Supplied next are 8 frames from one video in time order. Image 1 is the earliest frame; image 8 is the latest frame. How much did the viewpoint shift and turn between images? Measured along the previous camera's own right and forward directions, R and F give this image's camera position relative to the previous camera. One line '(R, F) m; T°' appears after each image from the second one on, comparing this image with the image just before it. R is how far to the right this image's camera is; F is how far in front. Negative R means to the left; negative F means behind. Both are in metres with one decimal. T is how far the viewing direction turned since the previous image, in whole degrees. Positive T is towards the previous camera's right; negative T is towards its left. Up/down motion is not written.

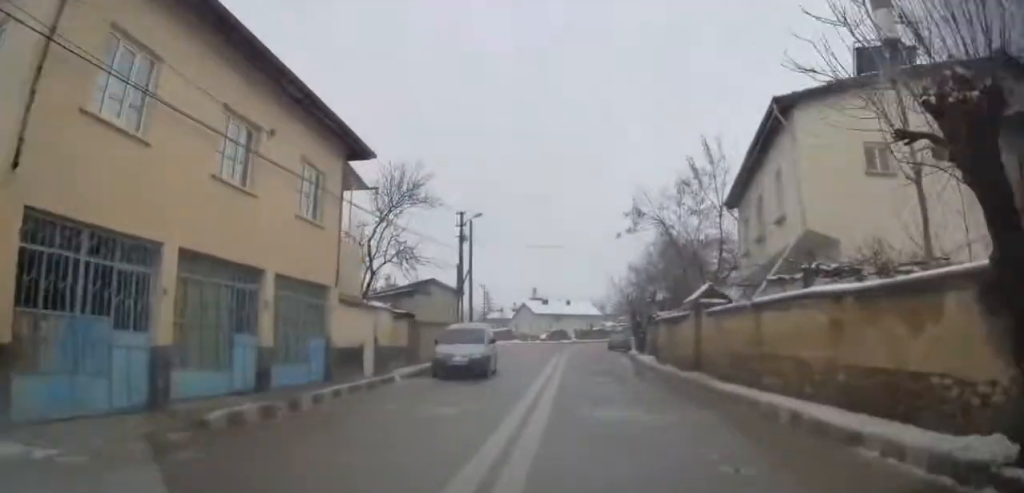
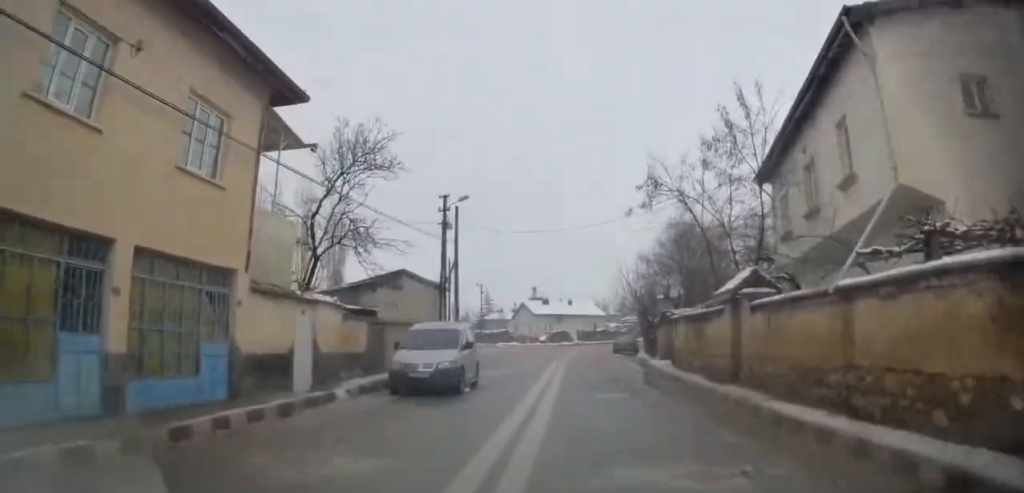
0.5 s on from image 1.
(0.0, +4.8) m; +1°
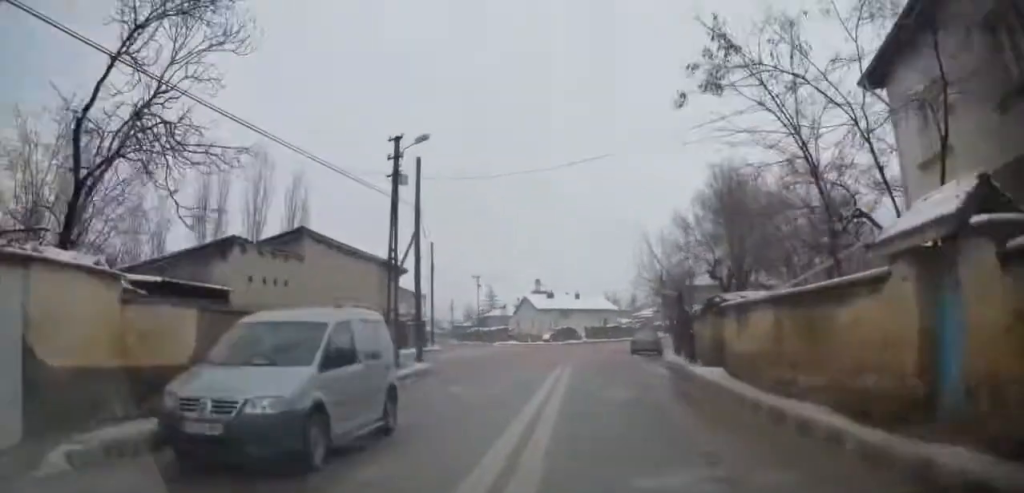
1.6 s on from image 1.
(+0.3, +9.5) m; +2°
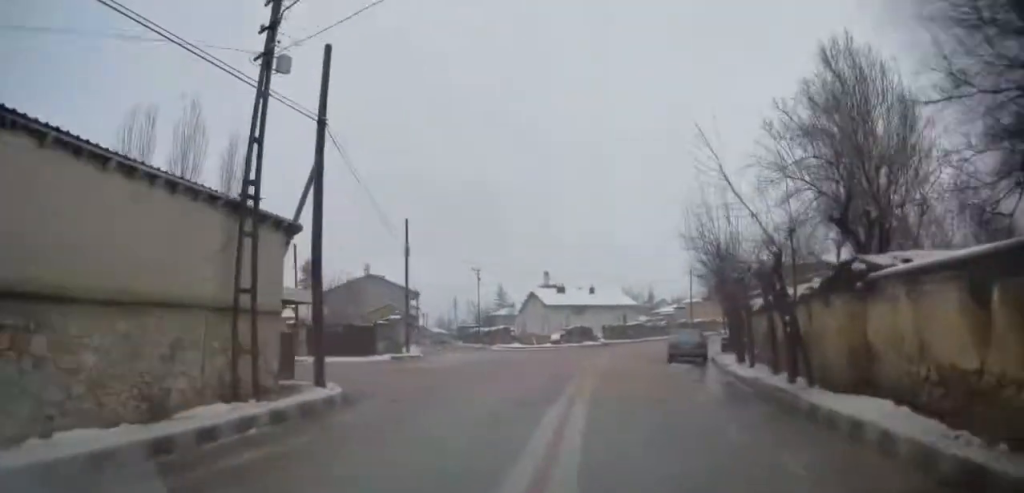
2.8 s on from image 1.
(+0.1, +10.3) m; -2°
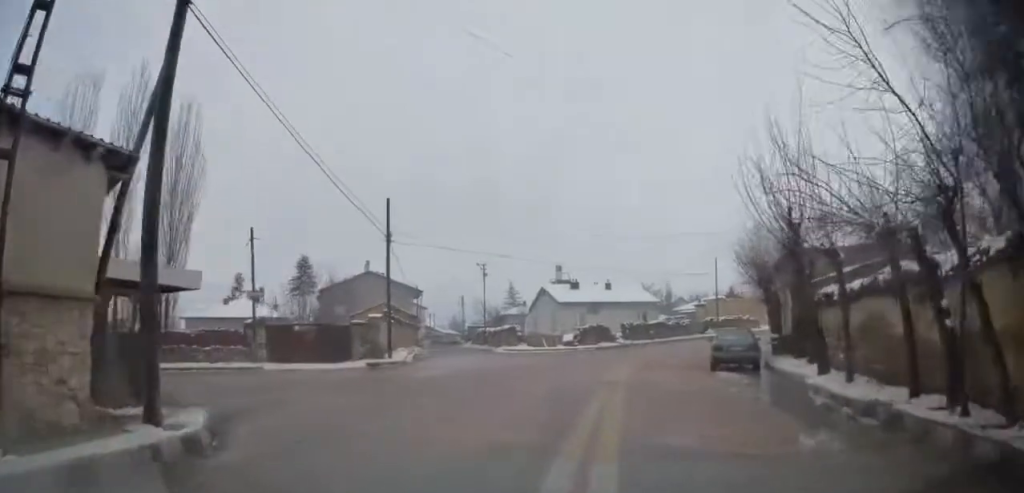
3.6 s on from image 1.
(-0.3, +6.7) m; -1°
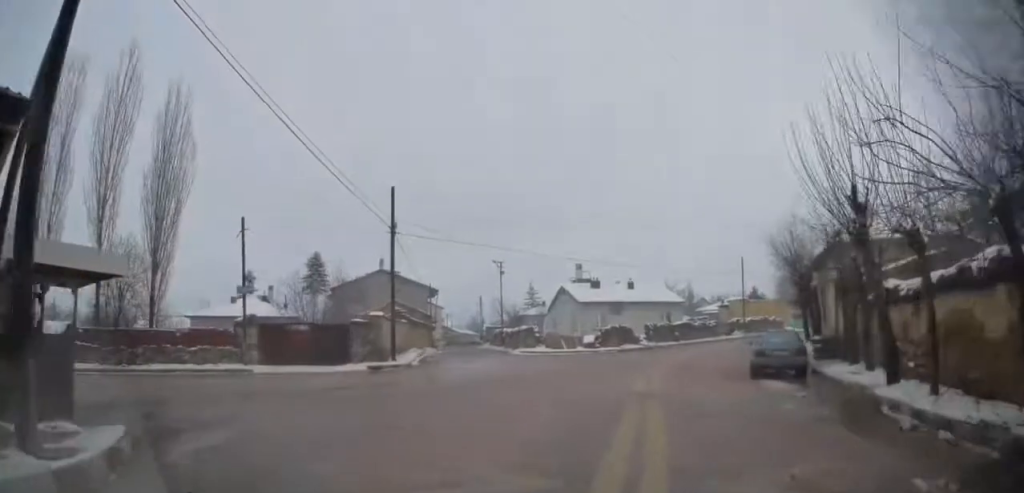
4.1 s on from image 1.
(-0.3, +3.3) m; 0°
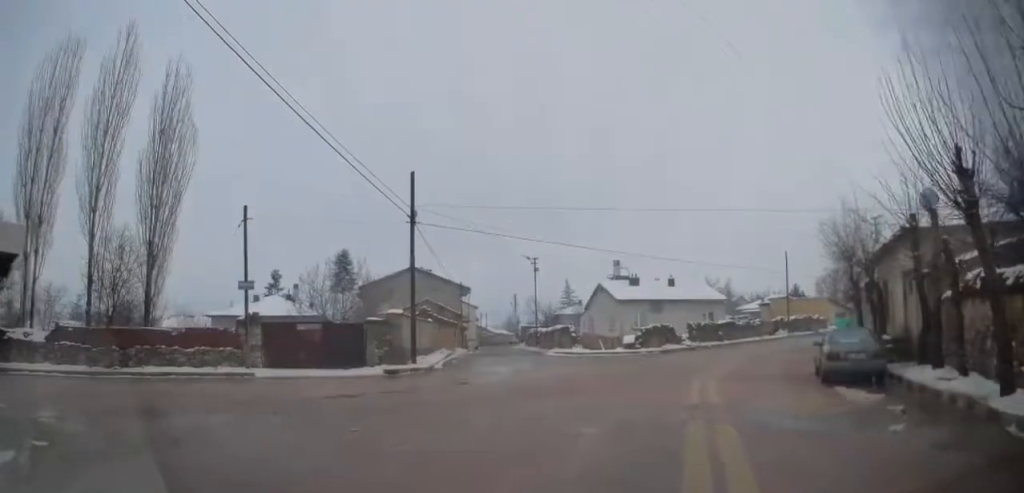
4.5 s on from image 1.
(+0.2, +3.4) m; -3°
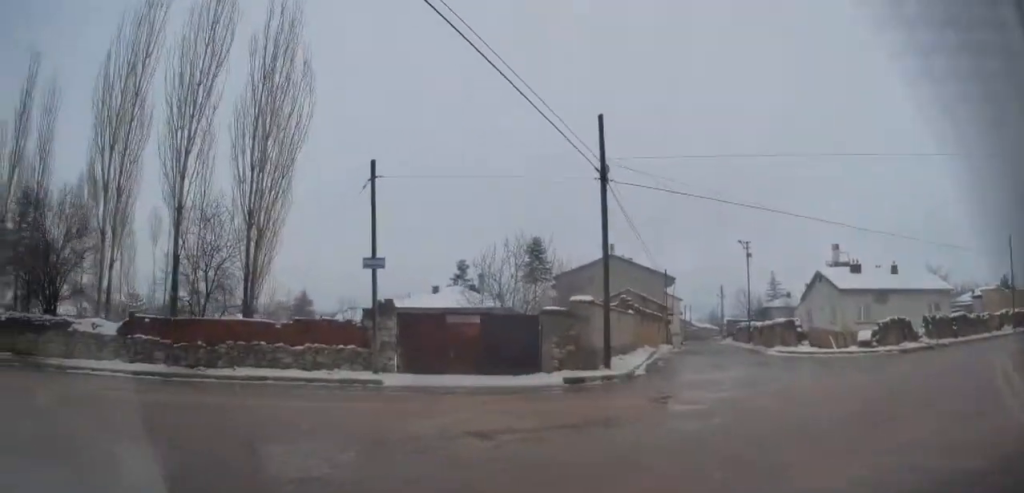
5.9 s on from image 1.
(-0.9, +8.6) m; -26°
